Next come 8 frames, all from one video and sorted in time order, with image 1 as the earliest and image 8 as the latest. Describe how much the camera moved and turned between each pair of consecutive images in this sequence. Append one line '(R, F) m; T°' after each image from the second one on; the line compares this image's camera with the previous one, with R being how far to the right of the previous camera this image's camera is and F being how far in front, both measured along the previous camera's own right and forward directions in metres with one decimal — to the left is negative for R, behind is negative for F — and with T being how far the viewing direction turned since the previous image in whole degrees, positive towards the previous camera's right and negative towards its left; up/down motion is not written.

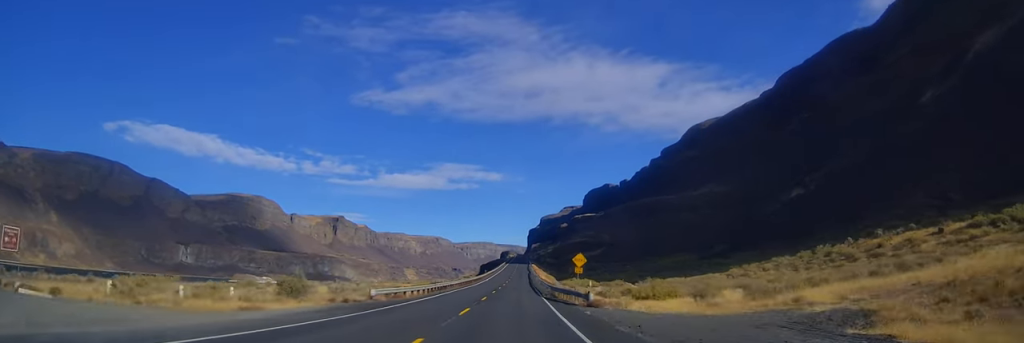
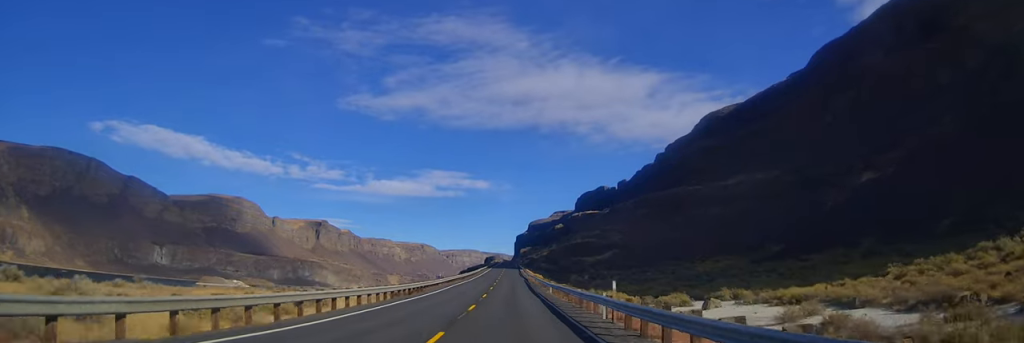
(+0.4, +59.7) m; +2°
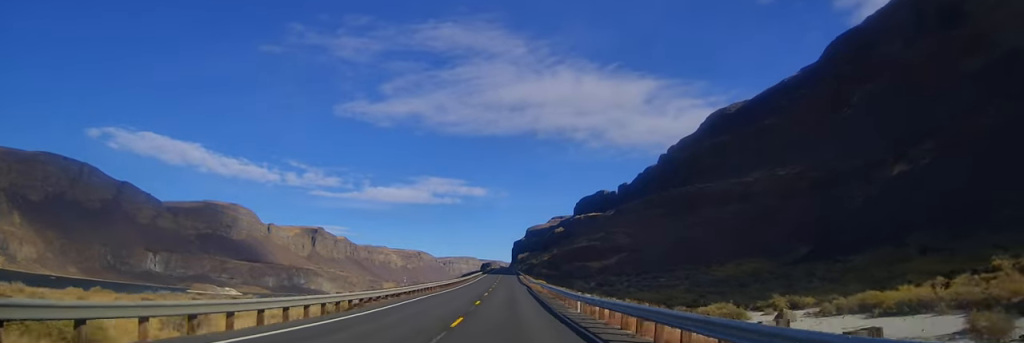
(+0.5, +18.5) m; 0°
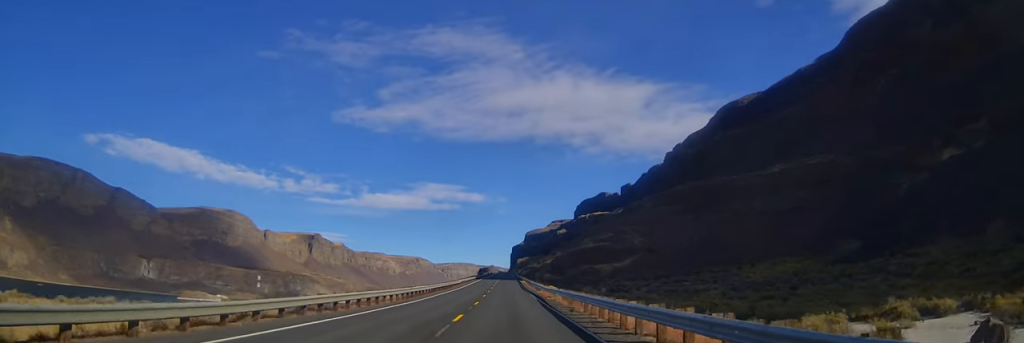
(+0.2, +23.2) m; 0°
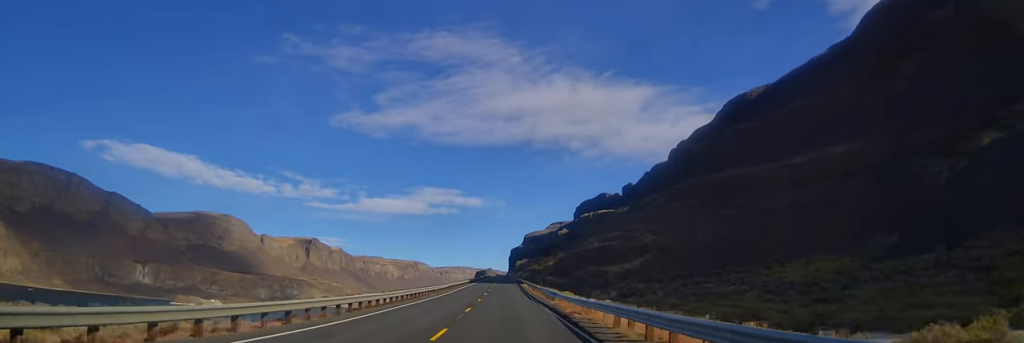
(-0.6, +16.4) m; 0°
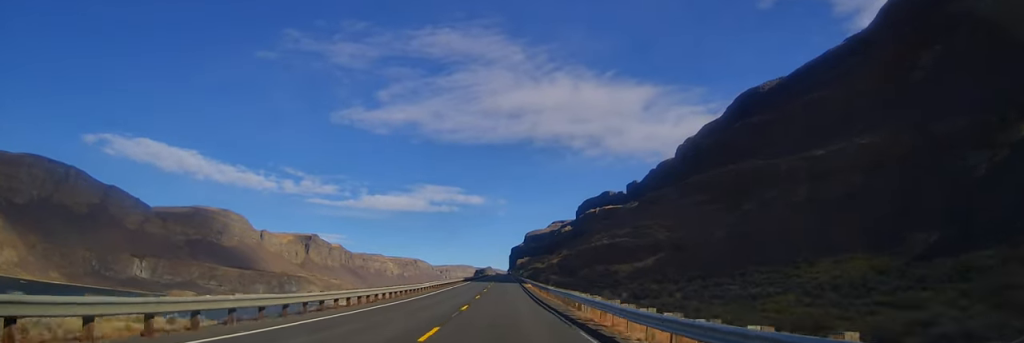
(+0.1, +13.5) m; 0°
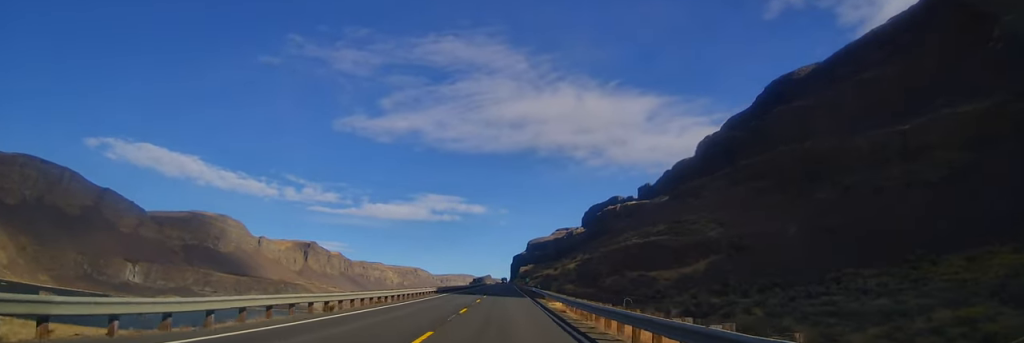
(+0.6, +37.7) m; 0°
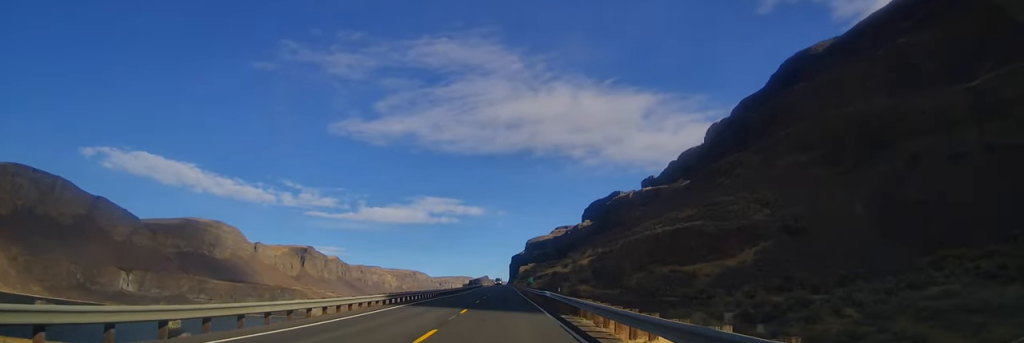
(-0.2, +23.1) m; 0°
